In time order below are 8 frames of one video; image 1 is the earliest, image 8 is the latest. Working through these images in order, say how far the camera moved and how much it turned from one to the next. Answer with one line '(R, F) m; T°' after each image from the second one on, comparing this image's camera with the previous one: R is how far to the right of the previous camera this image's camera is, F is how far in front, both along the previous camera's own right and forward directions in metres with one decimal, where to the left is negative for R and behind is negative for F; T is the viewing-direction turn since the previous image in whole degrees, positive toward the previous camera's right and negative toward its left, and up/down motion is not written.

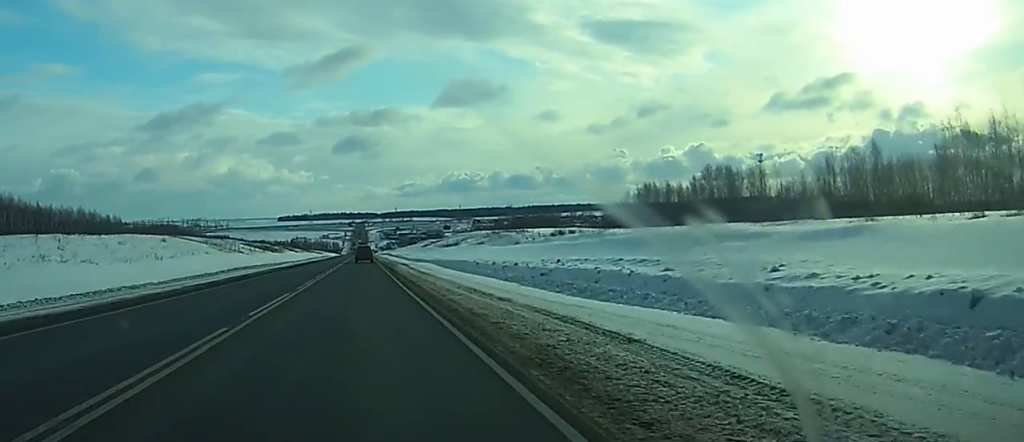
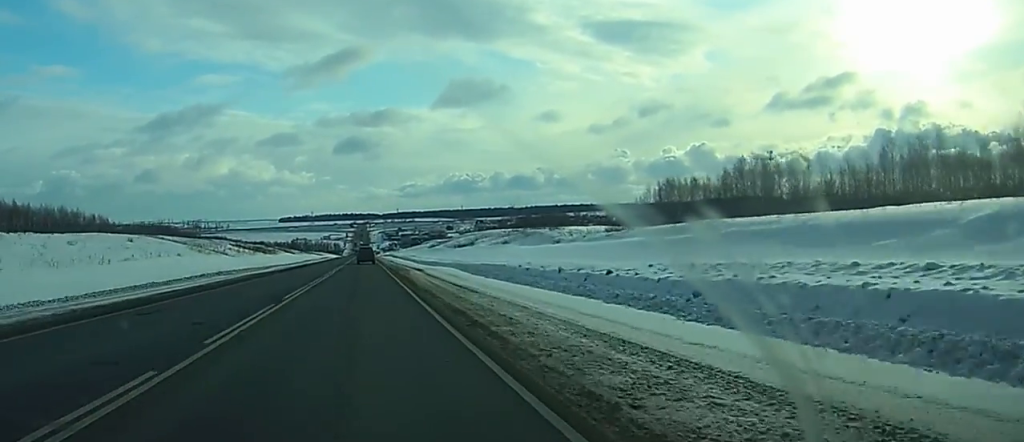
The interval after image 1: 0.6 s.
(0.0, +16.9) m; 0°
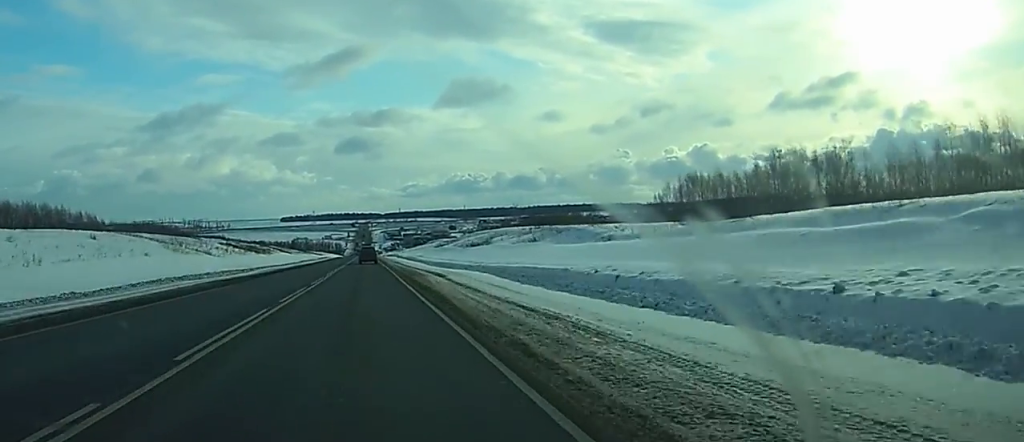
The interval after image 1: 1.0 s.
(0.0, +14.0) m; 0°
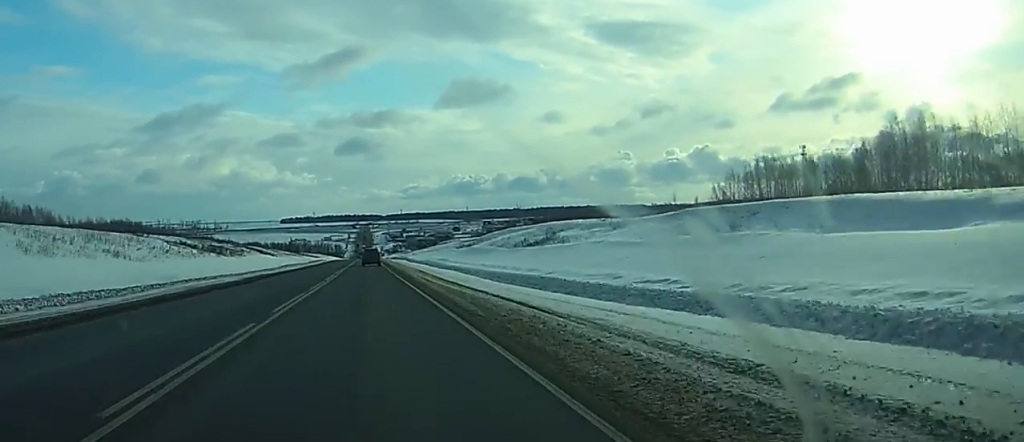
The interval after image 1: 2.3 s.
(0.0, +39.1) m; 0°
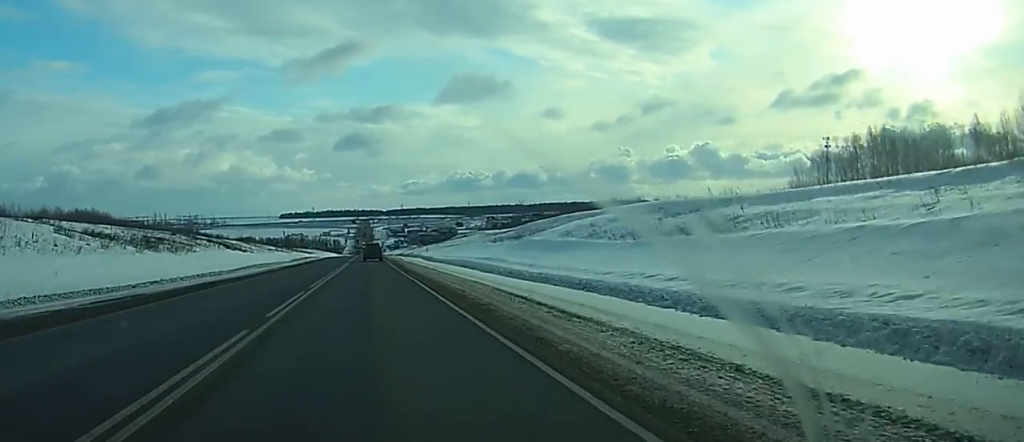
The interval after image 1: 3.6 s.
(-0.1, +38.0) m; 0°
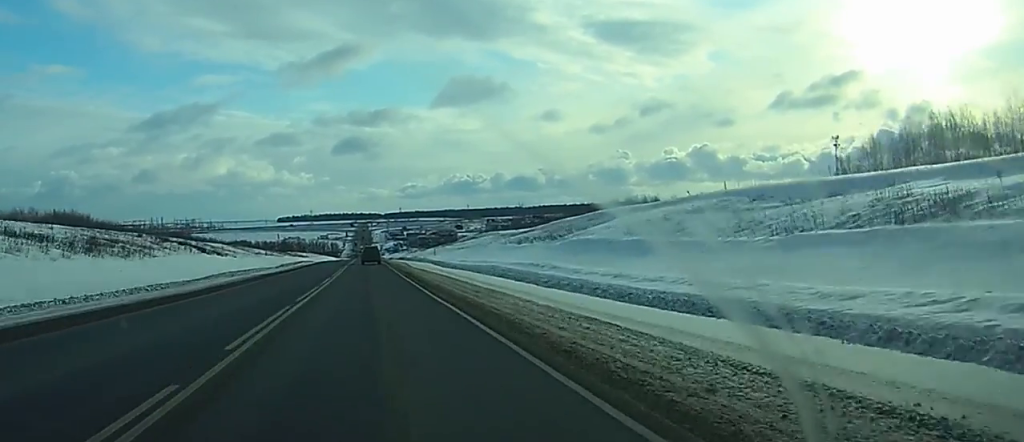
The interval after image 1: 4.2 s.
(0.0, +17.0) m; 0°
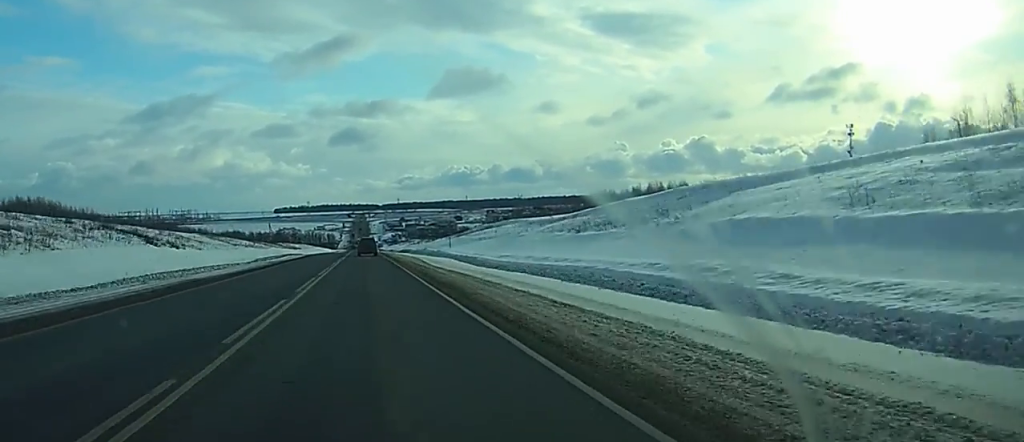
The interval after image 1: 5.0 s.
(-0.1, +24.0) m; 0°
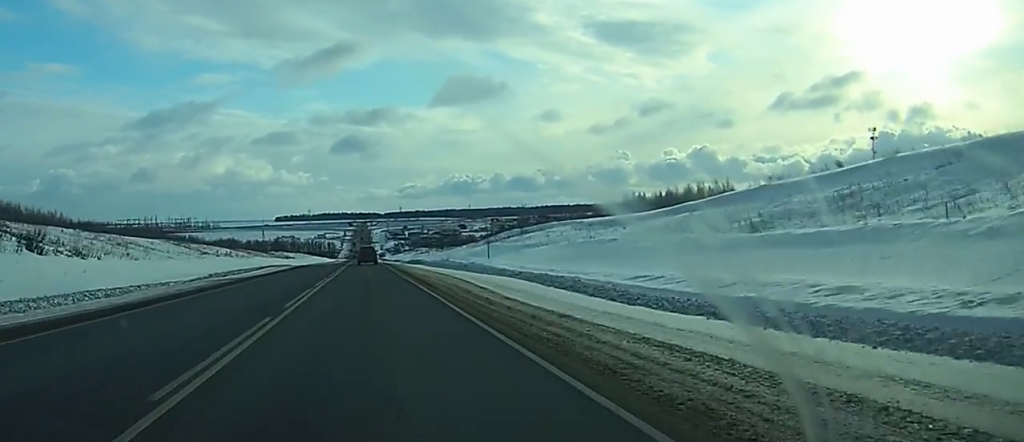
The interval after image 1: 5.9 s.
(-0.1, +27.9) m; 0°
